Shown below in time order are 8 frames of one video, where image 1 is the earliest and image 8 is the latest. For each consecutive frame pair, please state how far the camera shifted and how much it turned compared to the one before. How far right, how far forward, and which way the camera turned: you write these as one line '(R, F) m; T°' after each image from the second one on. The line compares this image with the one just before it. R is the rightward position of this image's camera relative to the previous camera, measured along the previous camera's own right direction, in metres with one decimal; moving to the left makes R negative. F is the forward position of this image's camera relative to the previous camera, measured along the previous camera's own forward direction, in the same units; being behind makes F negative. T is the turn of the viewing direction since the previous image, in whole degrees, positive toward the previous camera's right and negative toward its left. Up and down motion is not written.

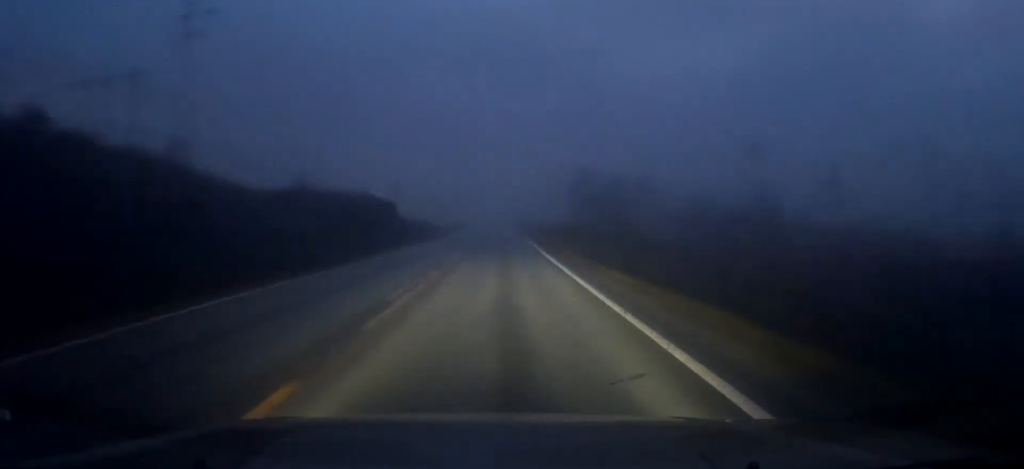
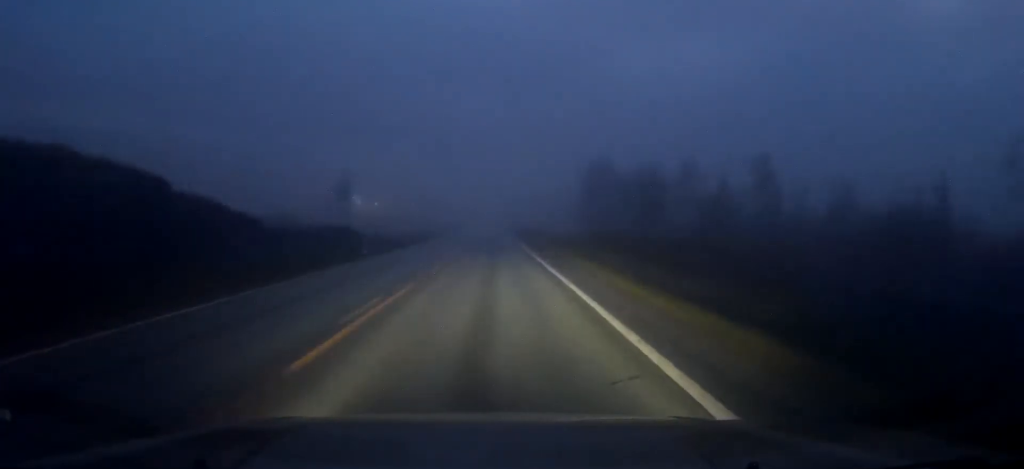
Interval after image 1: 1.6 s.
(+0.1, +38.9) m; 0°
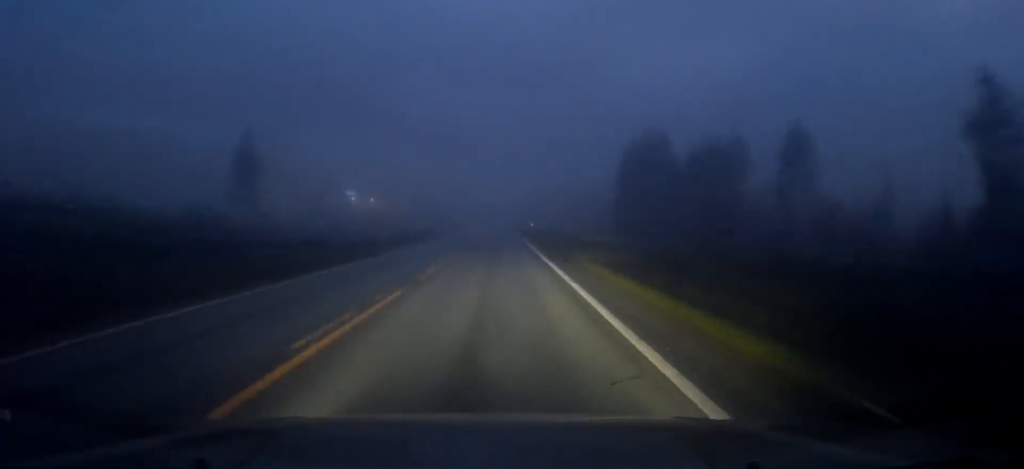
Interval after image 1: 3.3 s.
(-0.2, +38.8) m; 0°
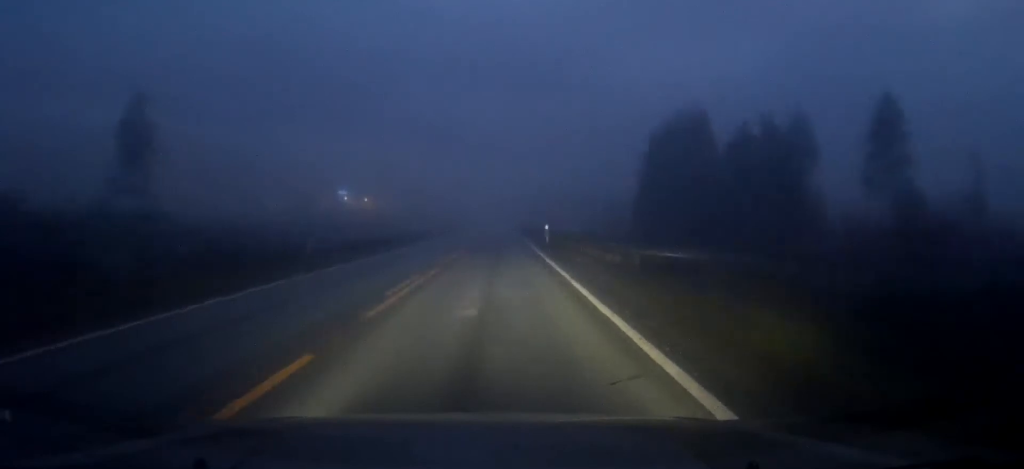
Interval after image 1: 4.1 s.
(0.0, +18.7) m; 0°
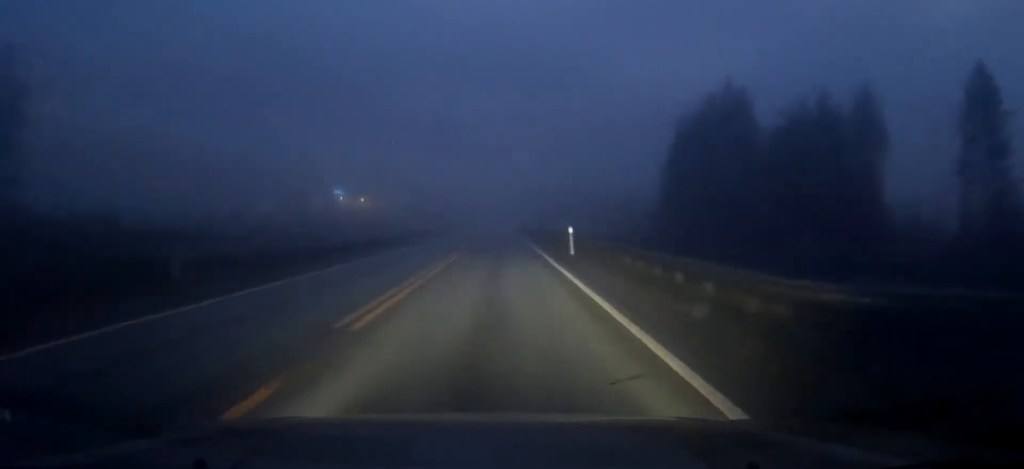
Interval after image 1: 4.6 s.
(0.0, +13.0) m; 0°
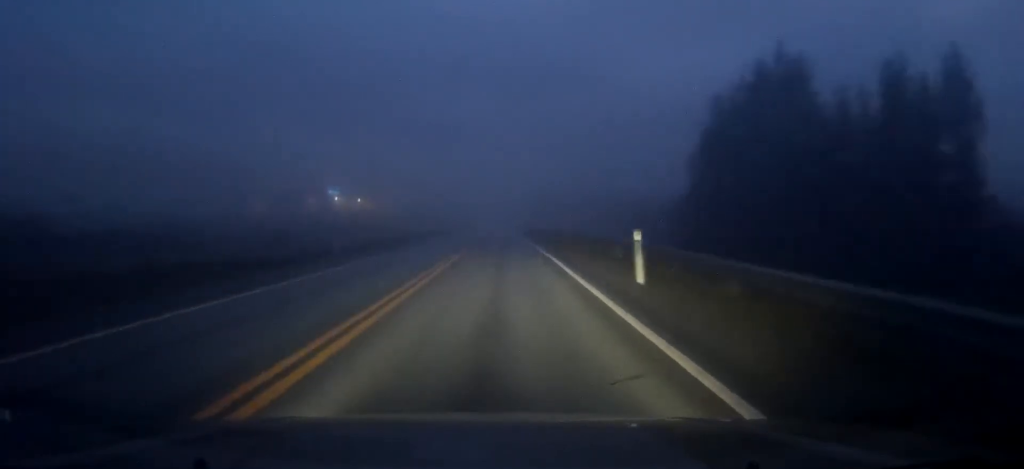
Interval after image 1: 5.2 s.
(-0.1, +13.0) m; 0°
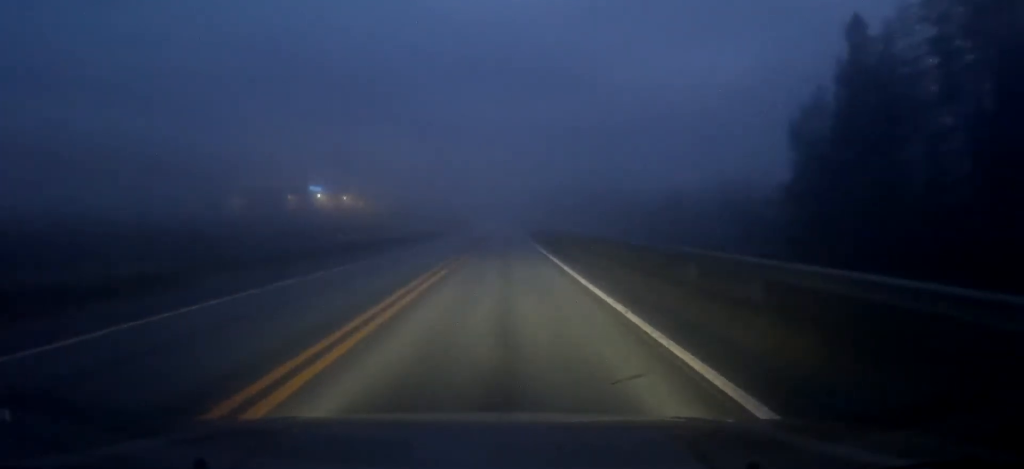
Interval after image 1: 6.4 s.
(+0.1, +27.6) m; 0°
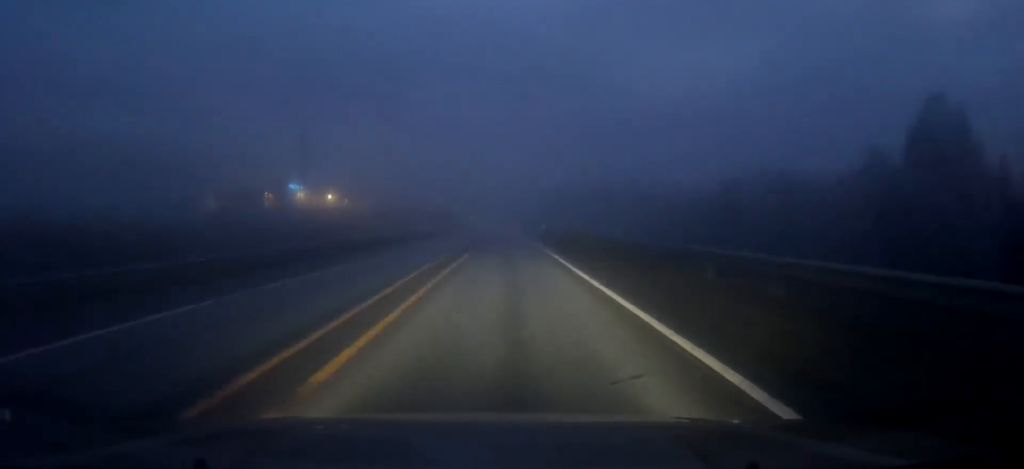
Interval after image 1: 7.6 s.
(+0.1, +28.3) m; 0°
